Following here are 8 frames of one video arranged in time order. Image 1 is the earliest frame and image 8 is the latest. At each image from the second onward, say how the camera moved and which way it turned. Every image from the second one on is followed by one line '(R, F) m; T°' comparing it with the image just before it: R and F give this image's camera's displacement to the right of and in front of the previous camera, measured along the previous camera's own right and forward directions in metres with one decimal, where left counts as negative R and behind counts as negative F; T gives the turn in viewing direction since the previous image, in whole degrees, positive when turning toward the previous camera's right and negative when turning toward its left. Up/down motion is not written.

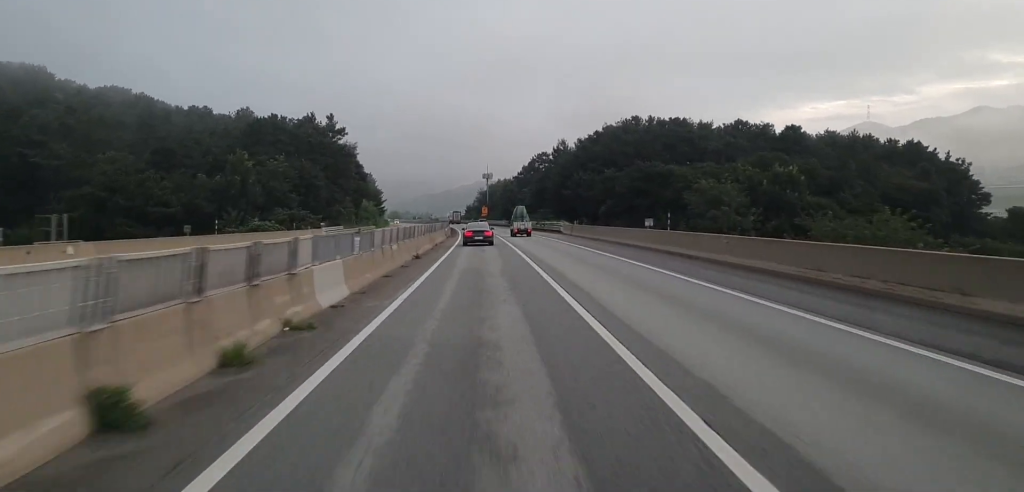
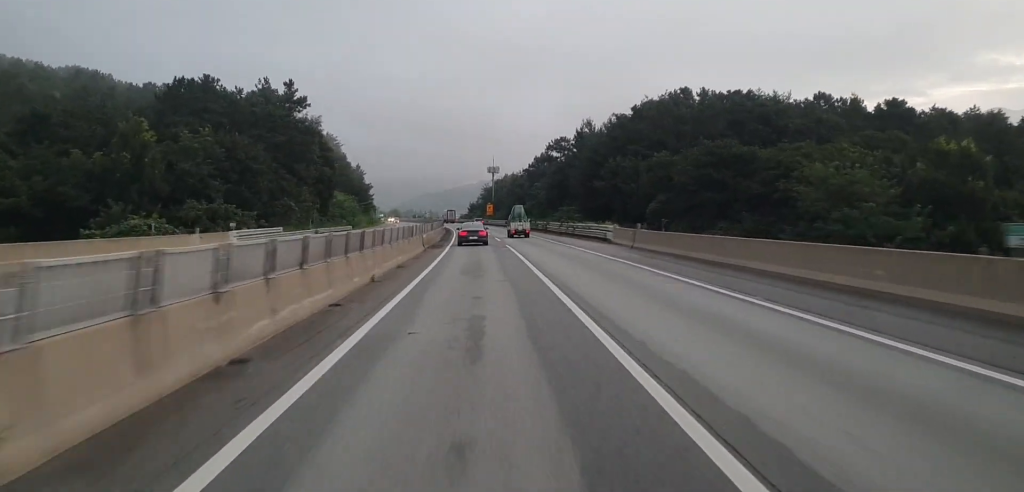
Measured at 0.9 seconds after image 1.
(+0.1, +28.9) m; 0°
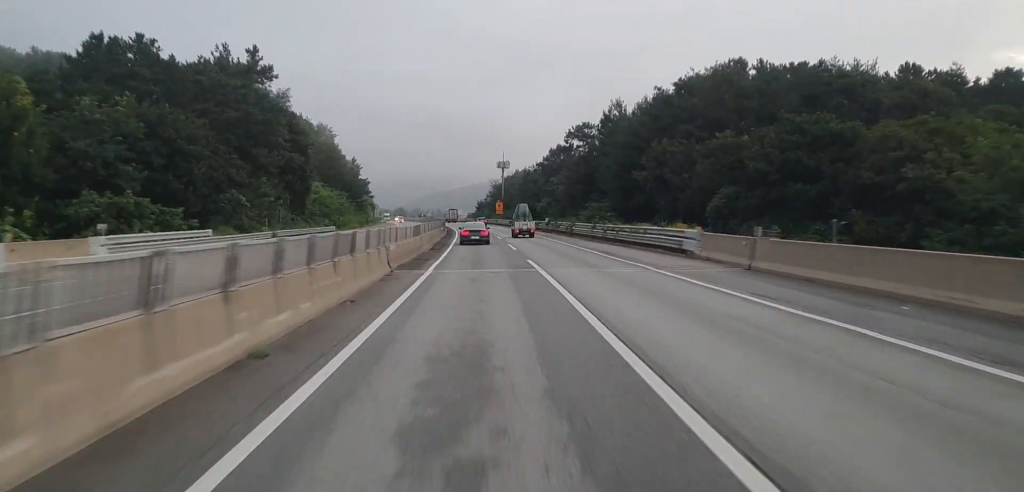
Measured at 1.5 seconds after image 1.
(0.0, +18.2) m; 0°
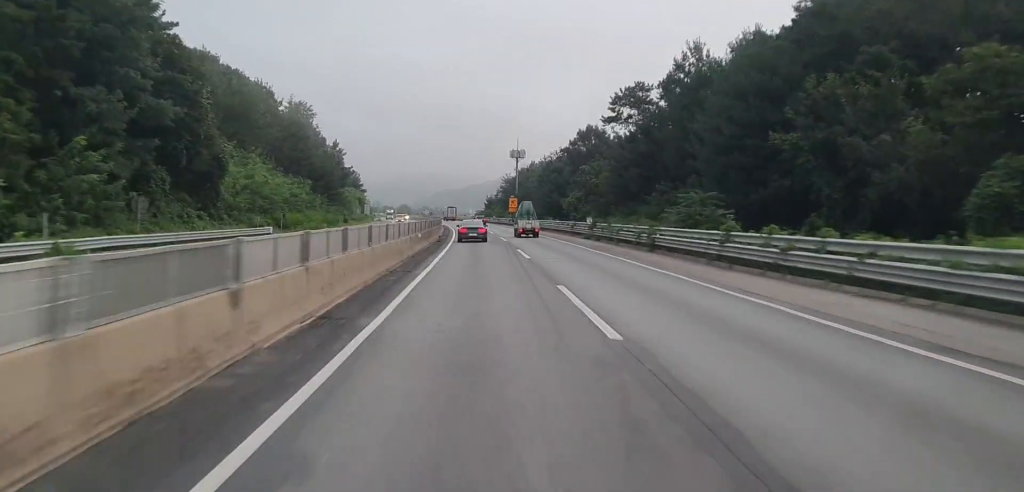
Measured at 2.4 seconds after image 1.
(-0.5, +29.9) m; -1°
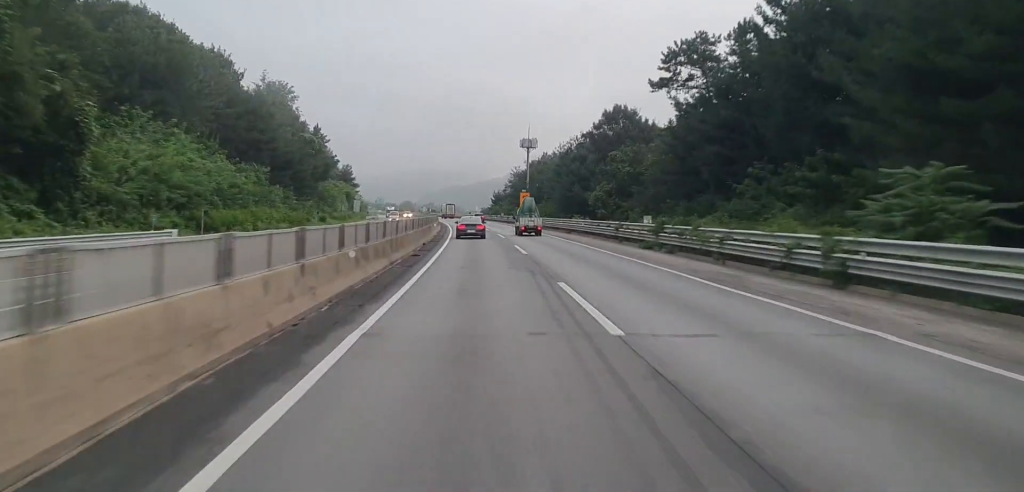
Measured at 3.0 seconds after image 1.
(-0.1, +20.3) m; -1°
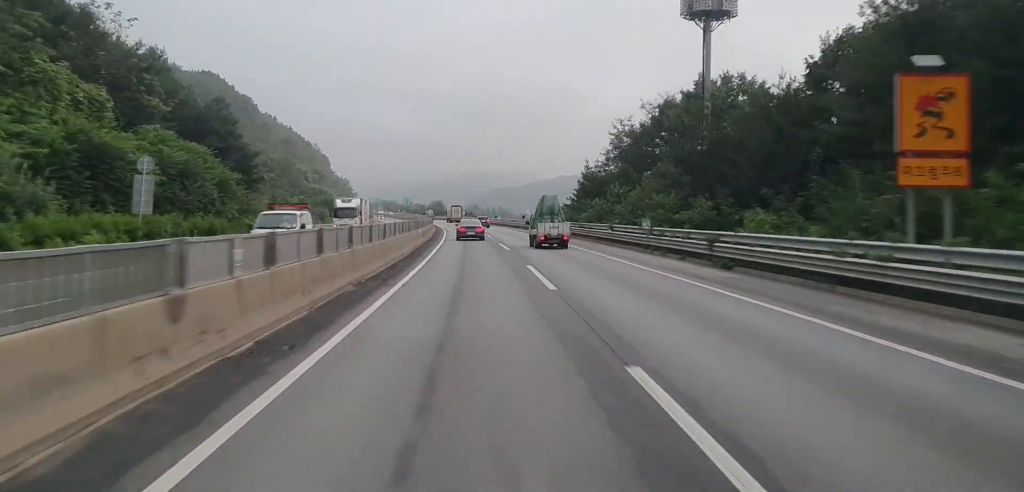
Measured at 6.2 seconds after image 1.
(-2.4, +100.9) m; -4°
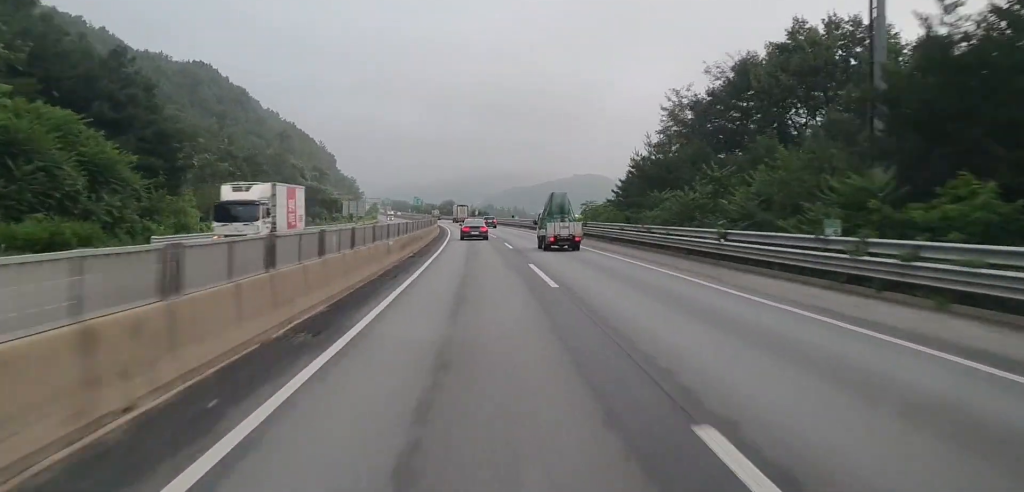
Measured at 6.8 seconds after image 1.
(-0.1, +20.5) m; -1°
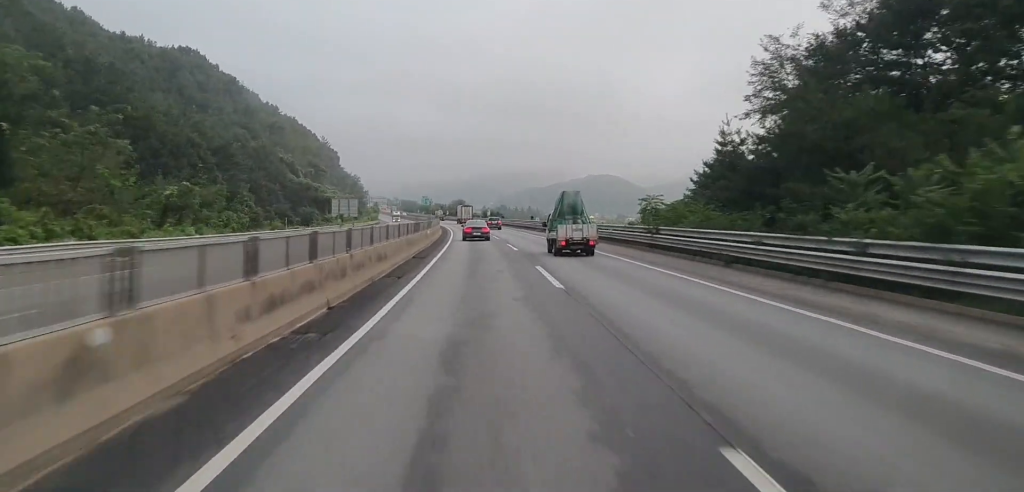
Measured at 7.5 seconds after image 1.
(-0.1, +21.6) m; -1°
